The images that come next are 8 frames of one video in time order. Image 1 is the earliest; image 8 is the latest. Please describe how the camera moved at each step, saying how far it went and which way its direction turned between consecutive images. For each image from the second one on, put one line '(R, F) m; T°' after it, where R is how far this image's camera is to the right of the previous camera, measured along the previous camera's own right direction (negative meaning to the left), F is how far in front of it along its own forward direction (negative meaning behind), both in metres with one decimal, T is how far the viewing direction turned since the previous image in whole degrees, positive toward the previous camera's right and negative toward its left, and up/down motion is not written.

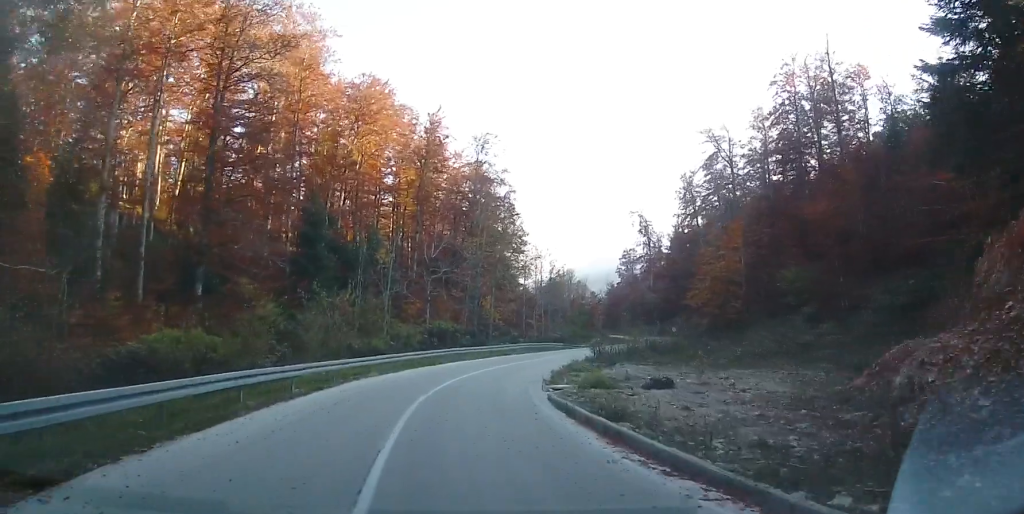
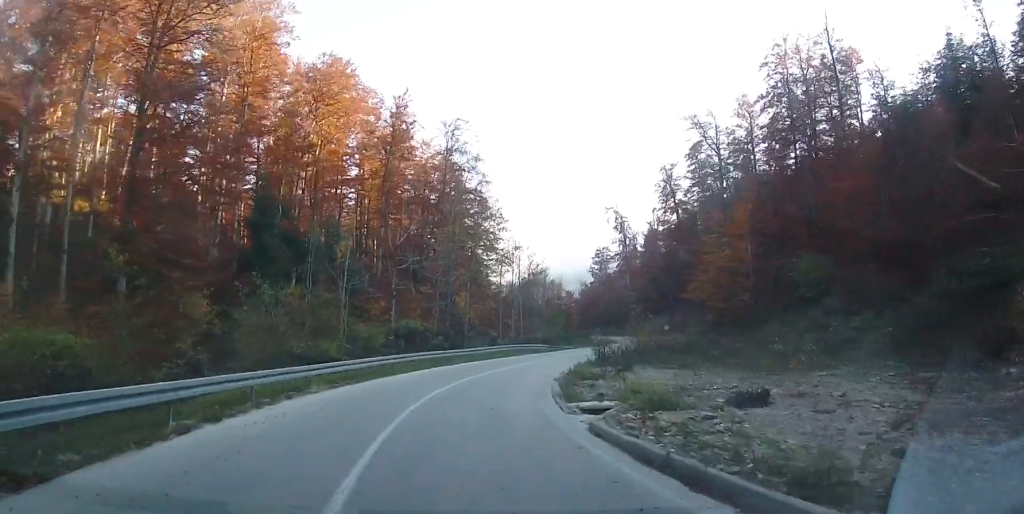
(+0.1, +7.2) m; +4°
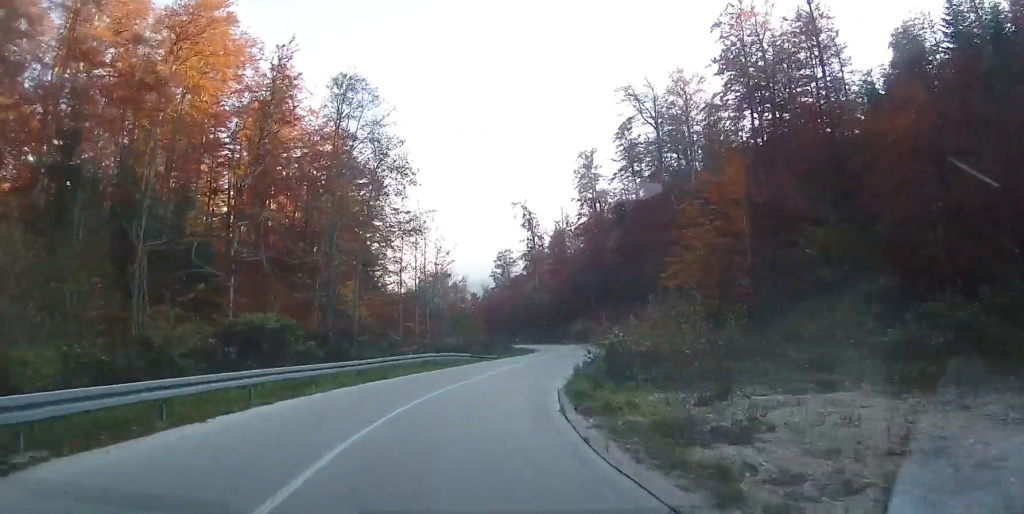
(+1.2, +15.1) m; +11°
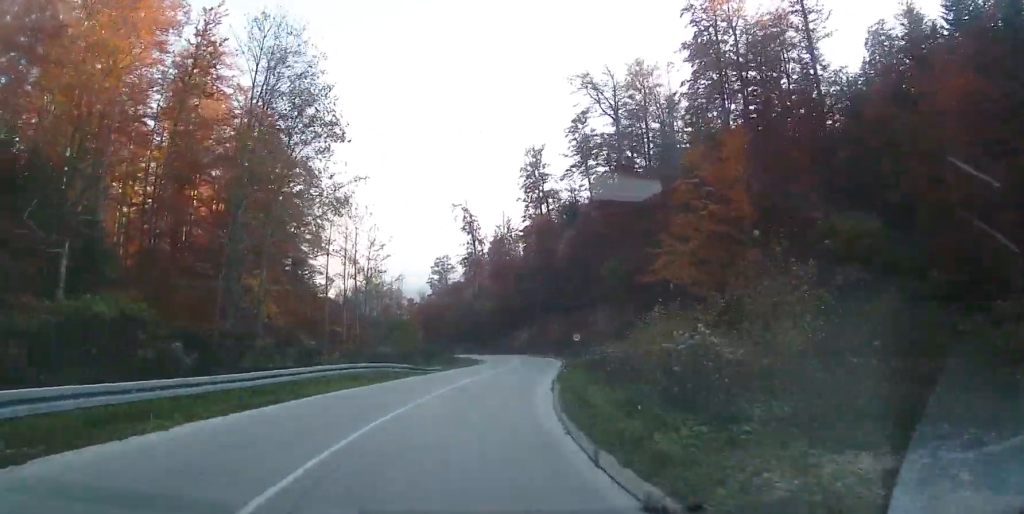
(+0.3, +7.6) m; +6°
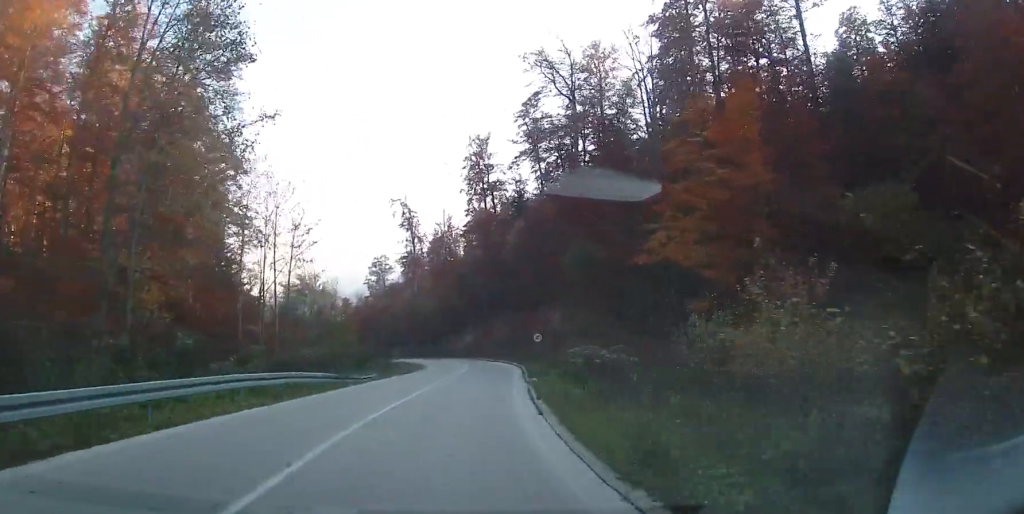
(+0.5, +7.1) m; +4°
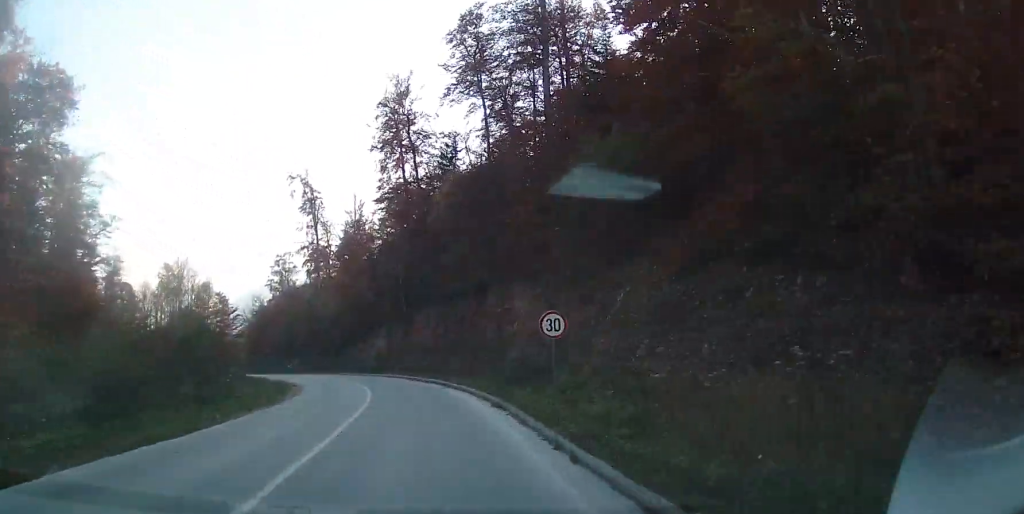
(+1.9, +23.3) m; +6°
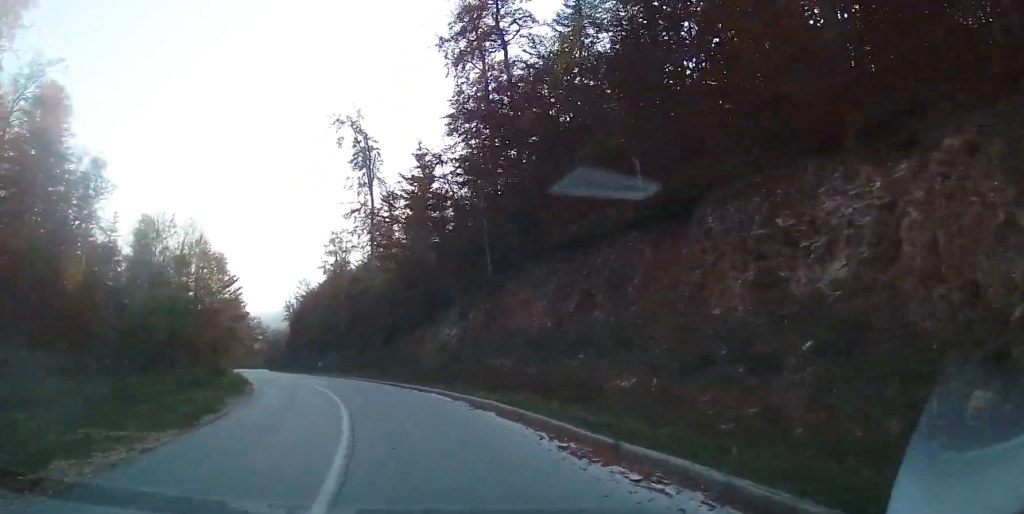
(-0.4, +24.2) m; -6°
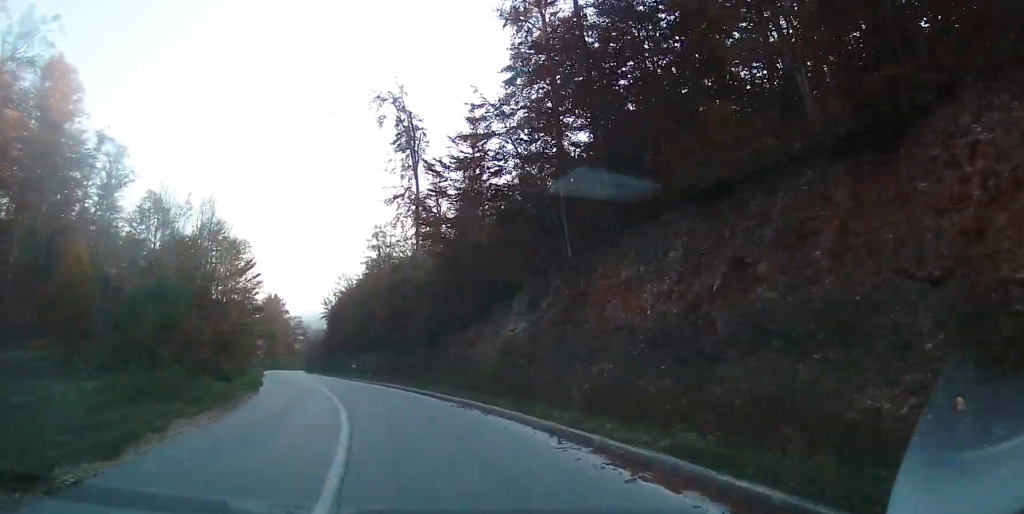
(-0.5, +8.2) m; -4°
